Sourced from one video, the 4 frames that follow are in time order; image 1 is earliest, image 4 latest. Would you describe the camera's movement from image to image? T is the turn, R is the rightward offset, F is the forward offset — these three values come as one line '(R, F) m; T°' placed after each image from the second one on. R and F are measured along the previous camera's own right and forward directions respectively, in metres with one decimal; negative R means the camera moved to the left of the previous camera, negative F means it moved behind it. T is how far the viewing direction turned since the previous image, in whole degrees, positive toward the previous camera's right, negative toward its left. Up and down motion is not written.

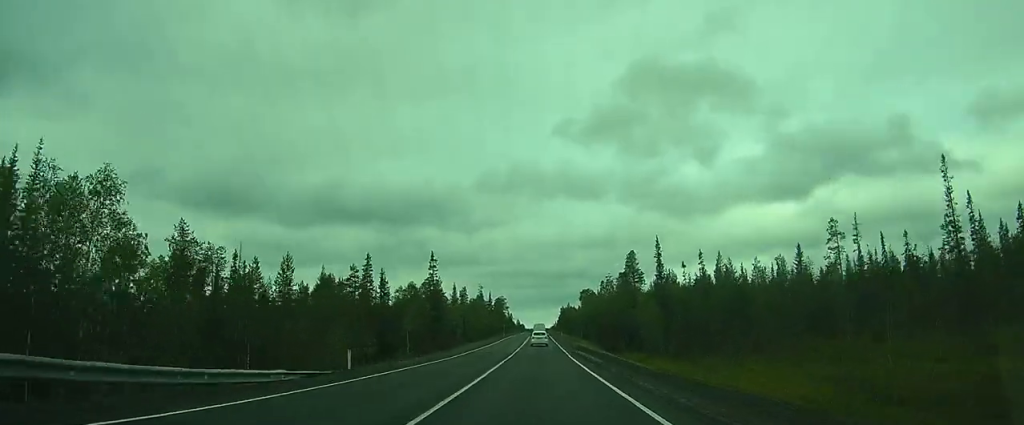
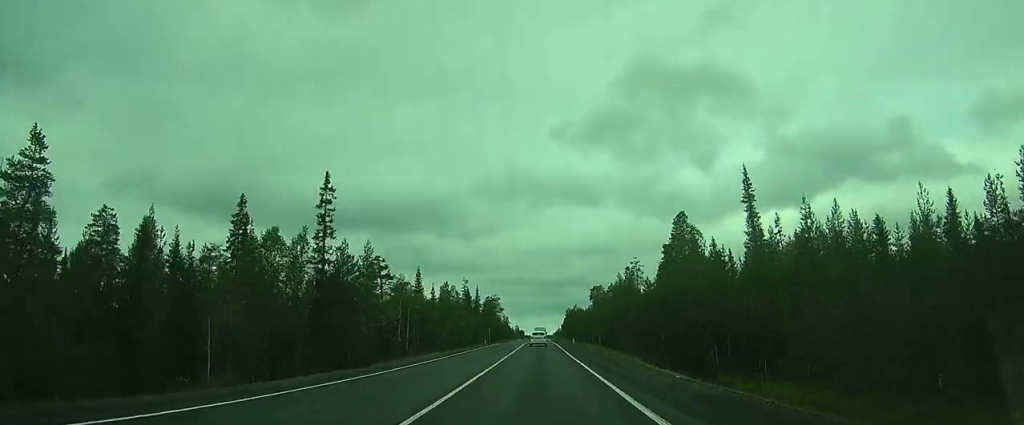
(-0.9, +41.7) m; -1°
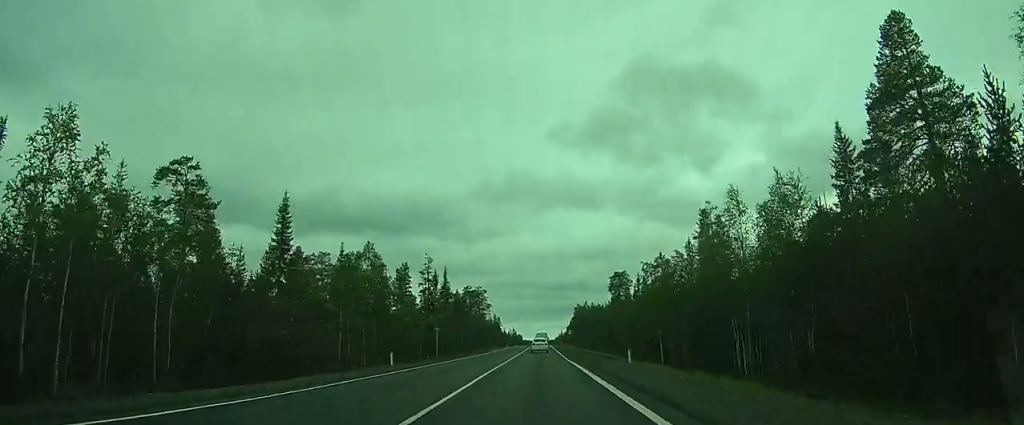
(+0.3, +50.6) m; +1°
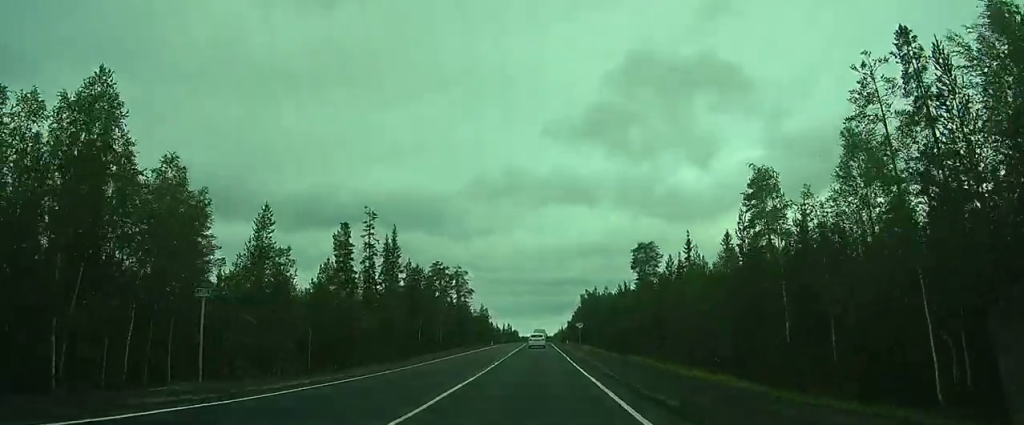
(+0.2, +34.6) m; 0°
